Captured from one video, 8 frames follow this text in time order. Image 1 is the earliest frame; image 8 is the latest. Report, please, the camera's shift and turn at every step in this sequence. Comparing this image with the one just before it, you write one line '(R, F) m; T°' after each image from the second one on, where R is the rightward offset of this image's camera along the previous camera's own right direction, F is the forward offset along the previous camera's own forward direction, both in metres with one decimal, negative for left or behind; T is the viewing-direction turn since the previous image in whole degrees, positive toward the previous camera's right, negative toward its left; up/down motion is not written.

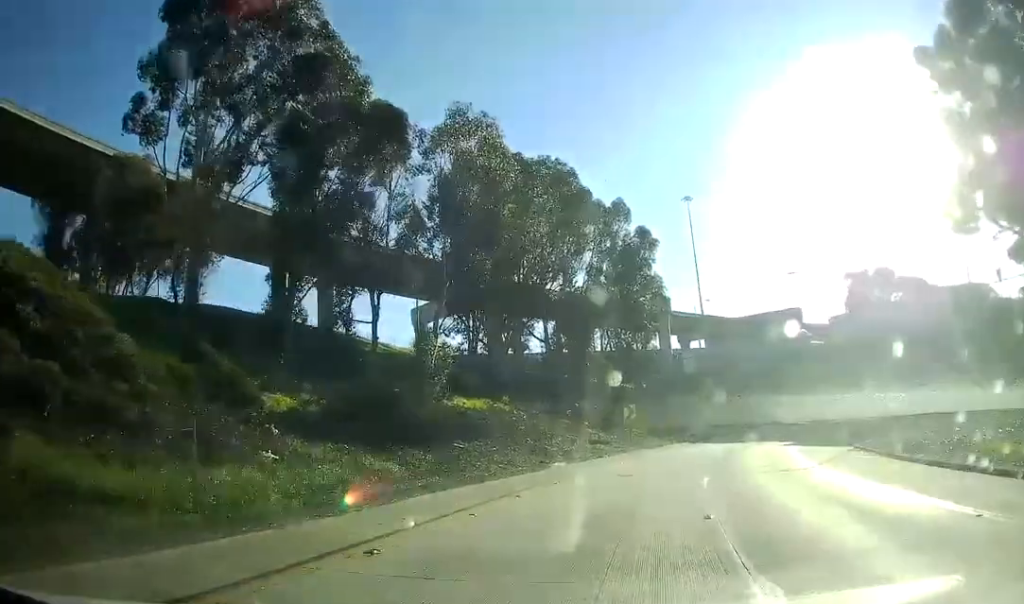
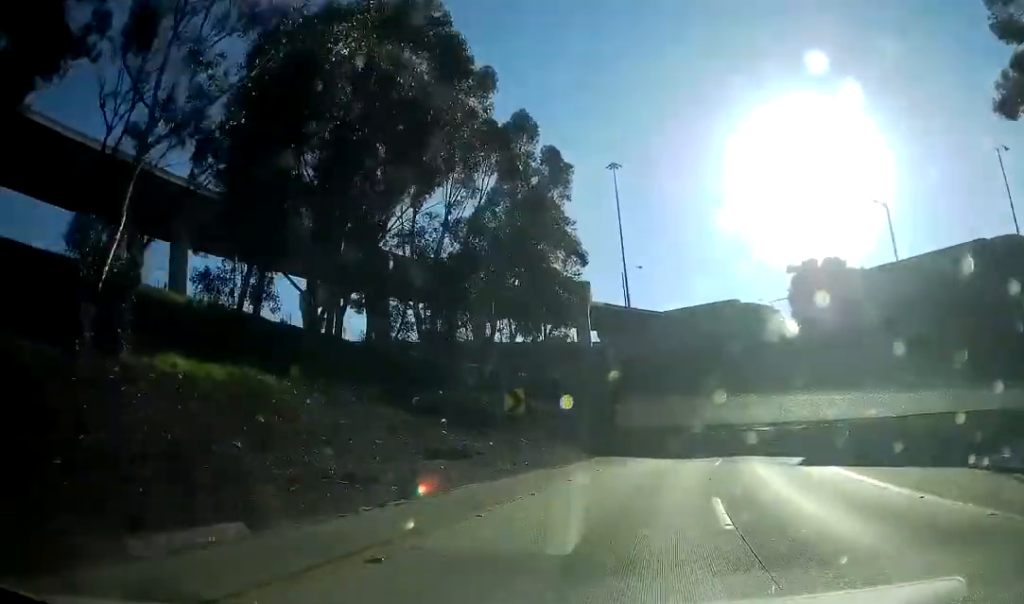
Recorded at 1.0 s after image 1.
(0.0, +21.8) m; 0°
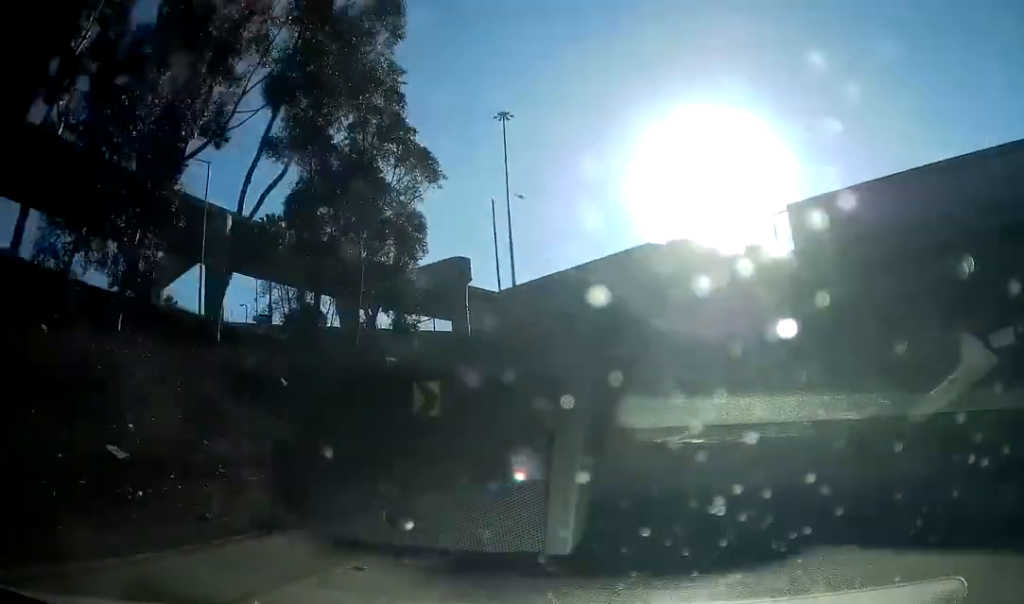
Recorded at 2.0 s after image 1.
(0.0, +24.0) m; +10°
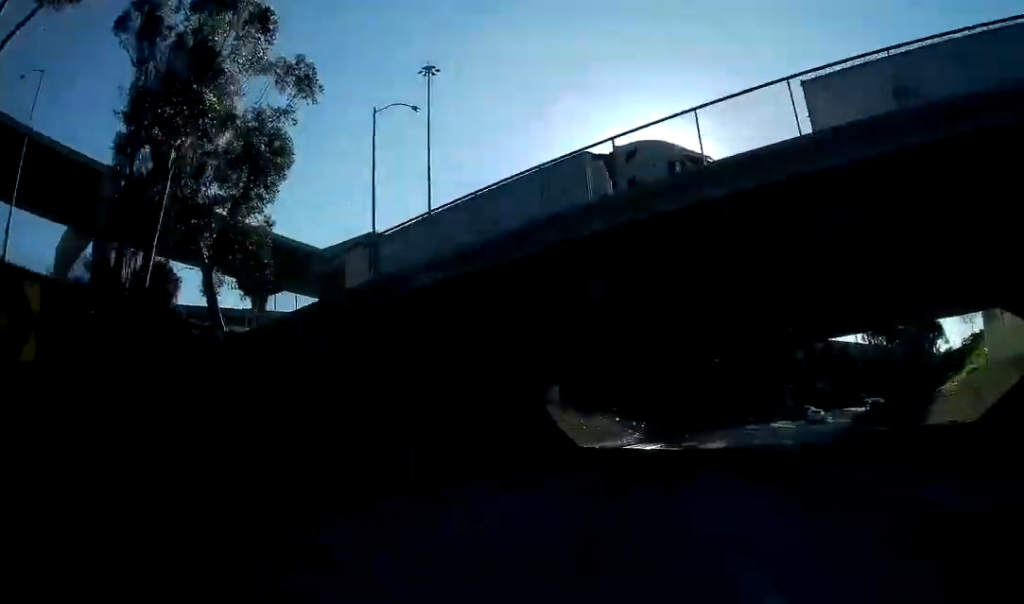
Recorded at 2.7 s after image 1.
(+1.6, +13.9) m; +10°
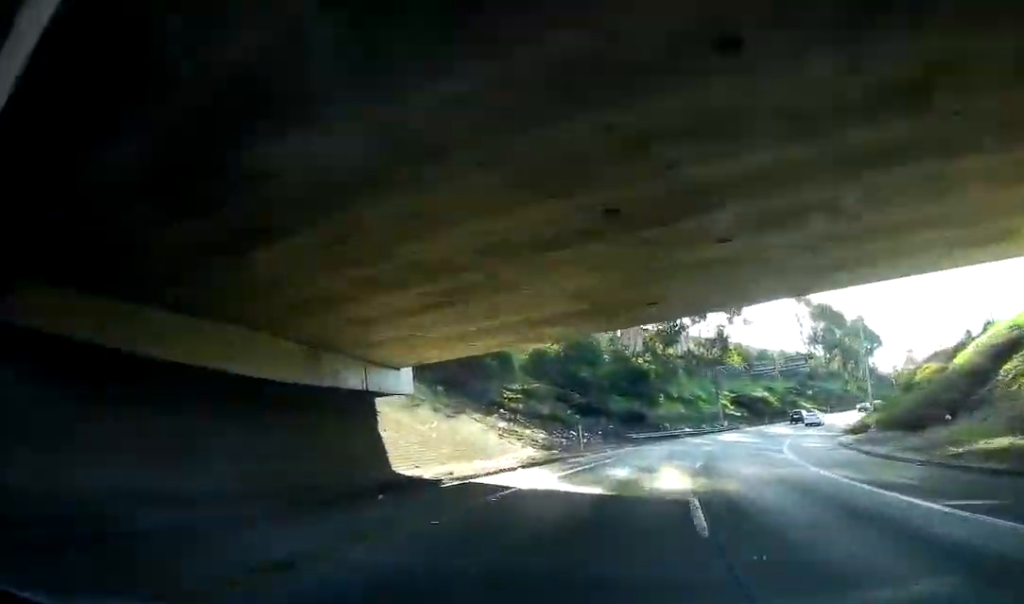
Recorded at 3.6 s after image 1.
(+3.3, +21.0) m; +15°
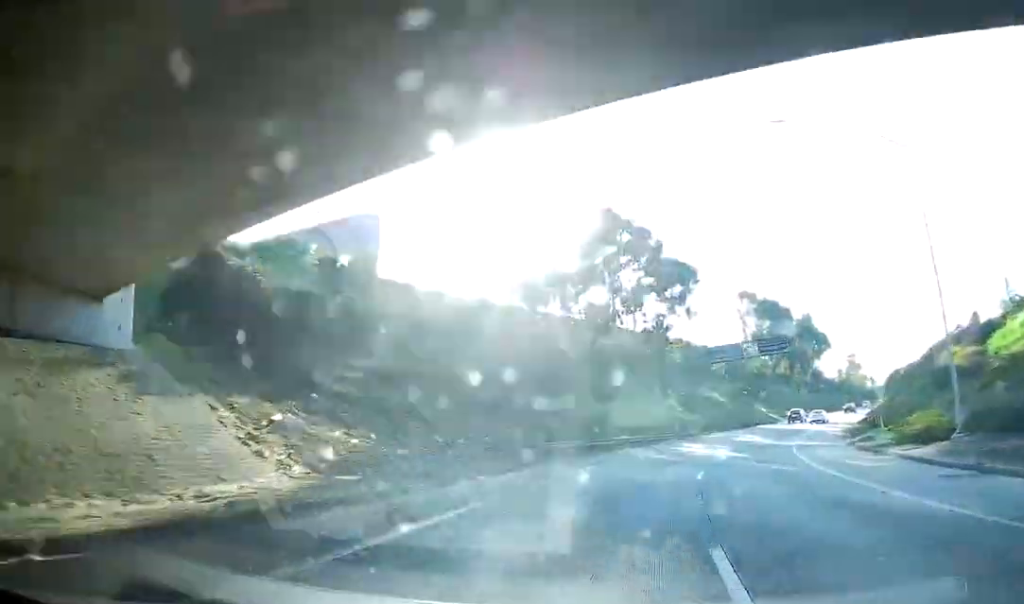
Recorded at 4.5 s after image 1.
(+1.6, +20.4) m; +14°
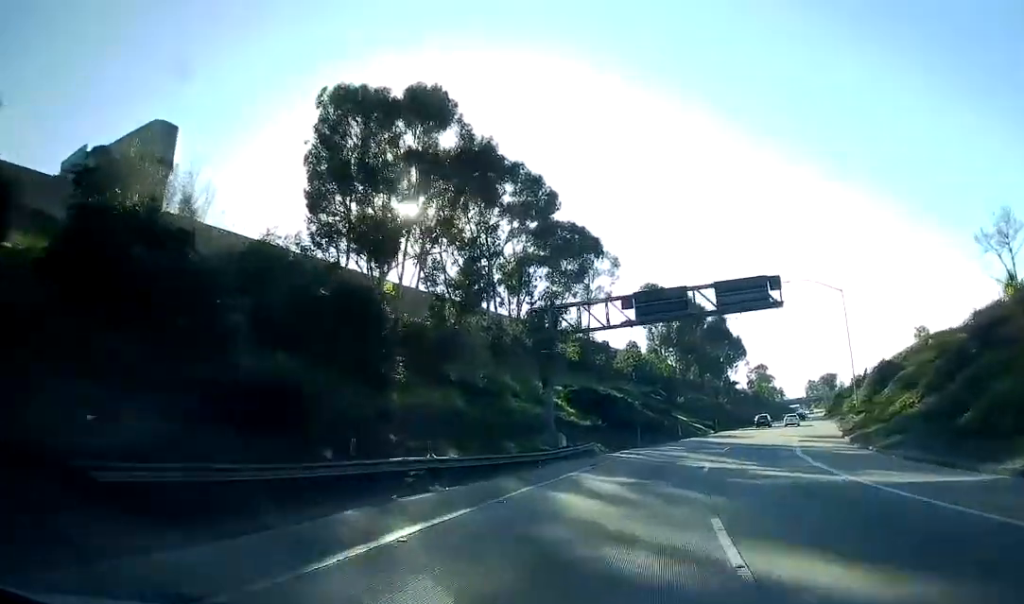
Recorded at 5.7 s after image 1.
(+4.6, +27.1) m; +10°
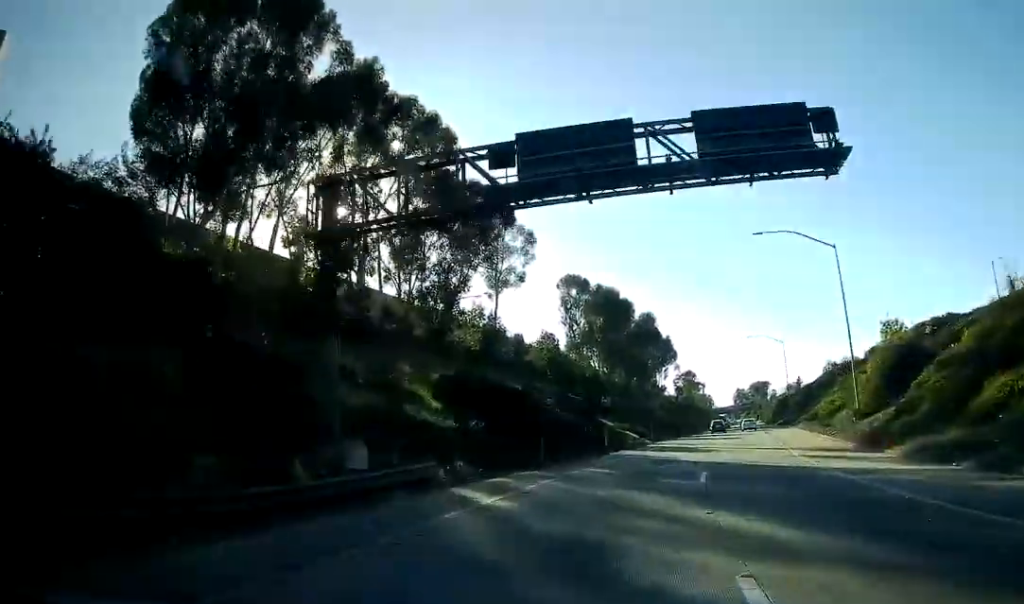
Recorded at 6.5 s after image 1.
(0.0, +19.9) m; 0°
